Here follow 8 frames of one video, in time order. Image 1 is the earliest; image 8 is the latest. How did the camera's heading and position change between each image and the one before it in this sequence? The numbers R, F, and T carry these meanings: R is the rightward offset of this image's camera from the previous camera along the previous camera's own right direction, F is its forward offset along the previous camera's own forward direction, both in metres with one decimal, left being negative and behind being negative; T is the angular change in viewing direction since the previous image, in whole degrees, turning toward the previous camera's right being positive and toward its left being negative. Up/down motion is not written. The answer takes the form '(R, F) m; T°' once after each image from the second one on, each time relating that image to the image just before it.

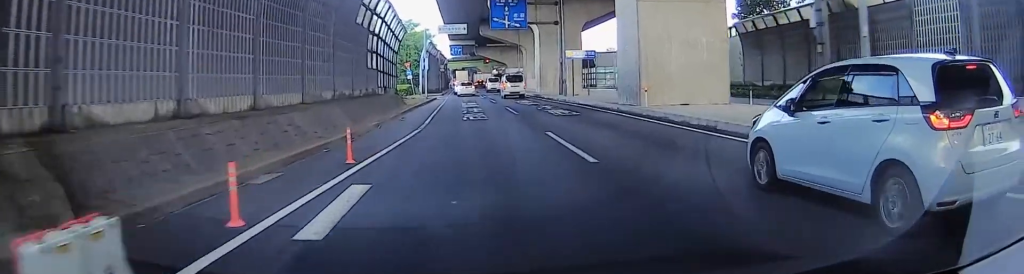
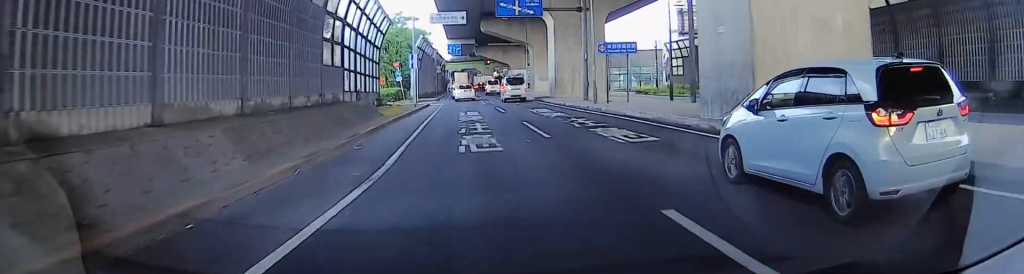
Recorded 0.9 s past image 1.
(+0.3, +10.1) m; -5°
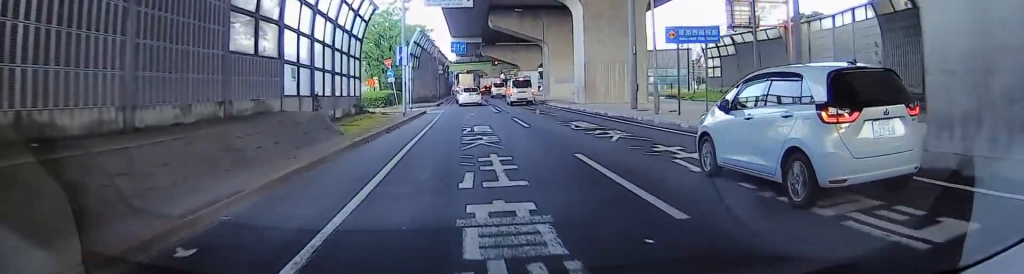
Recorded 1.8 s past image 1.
(-1.0, +9.4) m; -13°
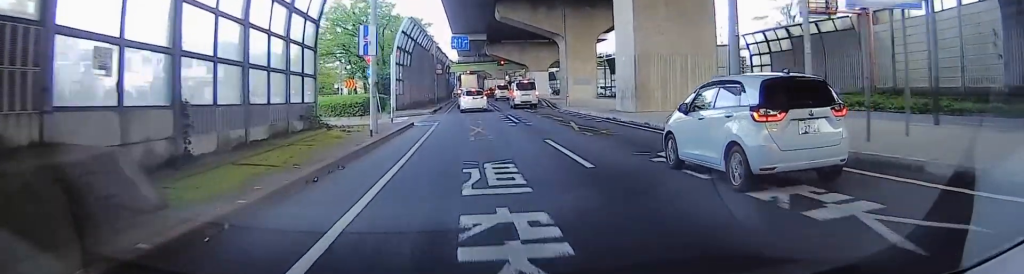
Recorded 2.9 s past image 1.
(-1.3, +9.6) m; -14°
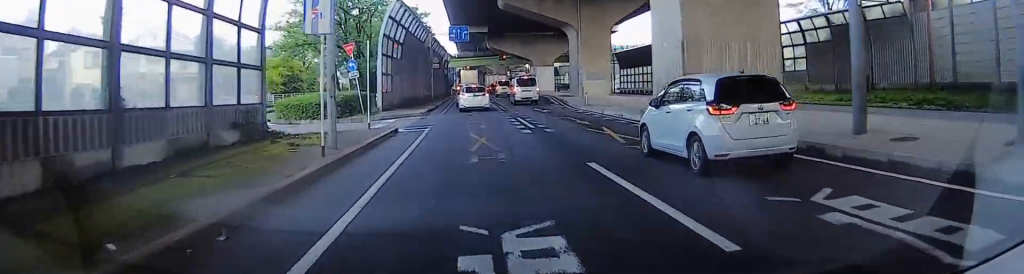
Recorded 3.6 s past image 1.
(-0.4, +5.7) m; -5°
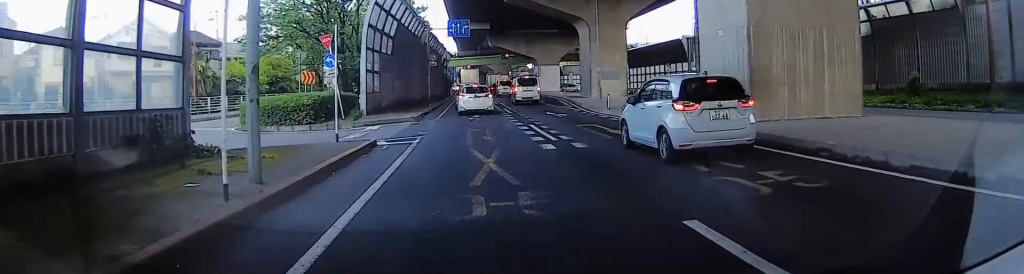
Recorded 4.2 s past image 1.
(-0.2, +4.9) m; -3°
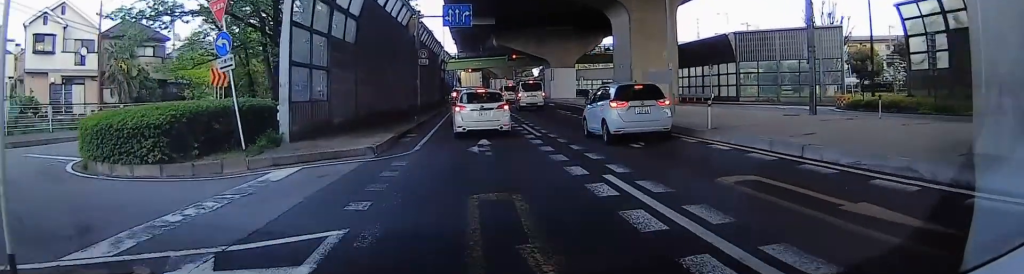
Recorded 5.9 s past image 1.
(-1.2, +15.2) m; -18°
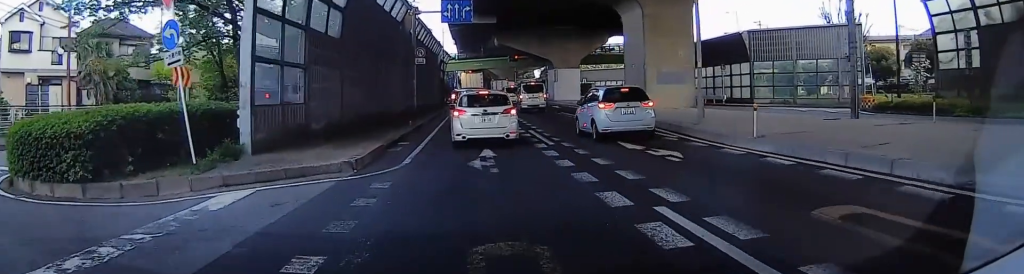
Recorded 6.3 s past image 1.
(-0.3, +3.5) m; -5°
